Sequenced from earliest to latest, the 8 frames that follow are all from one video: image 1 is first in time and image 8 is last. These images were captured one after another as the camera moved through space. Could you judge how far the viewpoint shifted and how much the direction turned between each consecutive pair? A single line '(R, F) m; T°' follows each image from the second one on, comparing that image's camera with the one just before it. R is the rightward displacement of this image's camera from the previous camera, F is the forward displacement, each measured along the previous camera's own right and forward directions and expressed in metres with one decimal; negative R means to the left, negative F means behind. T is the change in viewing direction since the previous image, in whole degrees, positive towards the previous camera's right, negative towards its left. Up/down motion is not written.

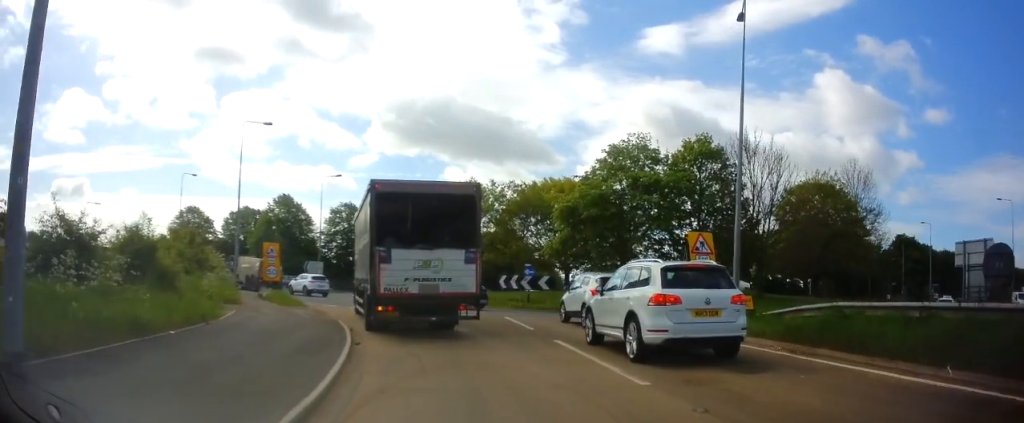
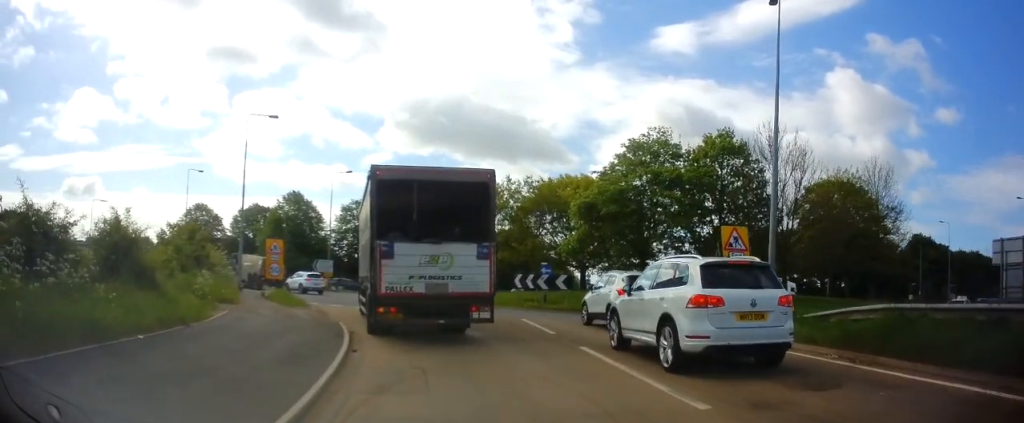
(0.0, +1.5) m; 0°
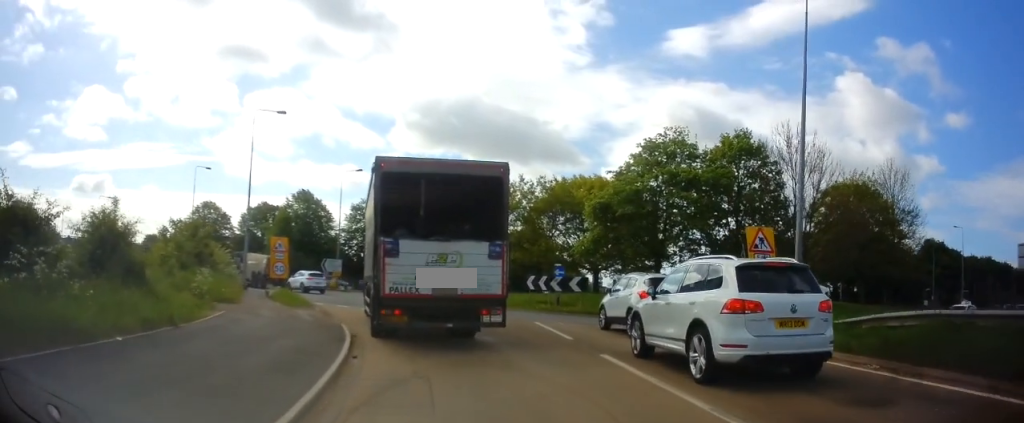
(0.0, +1.0) m; 0°
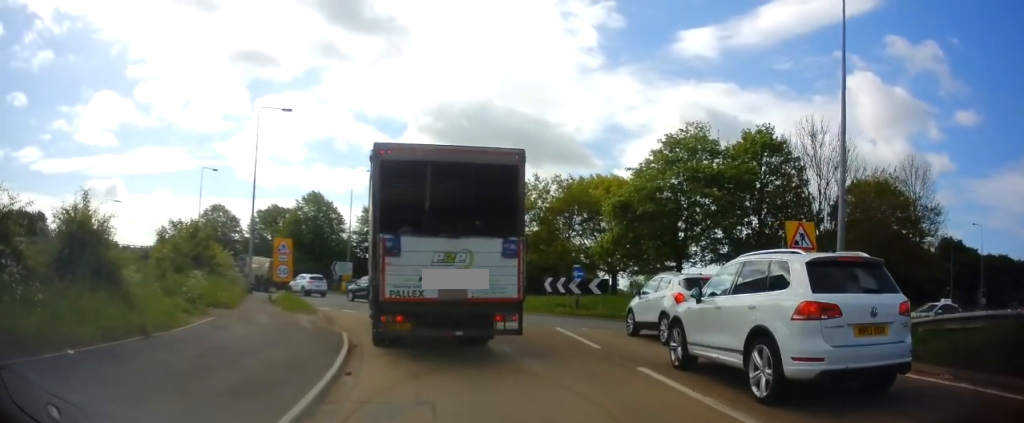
(0.0, +1.6) m; 0°
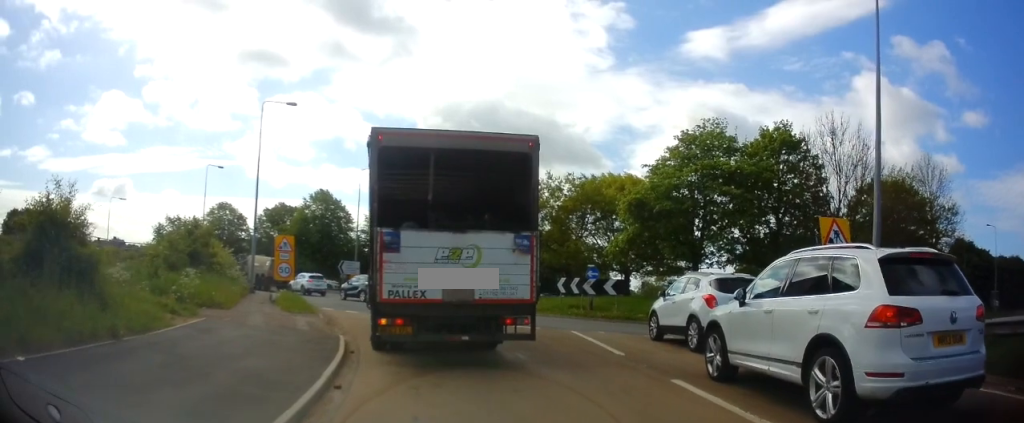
(0.0, +1.1) m; 0°
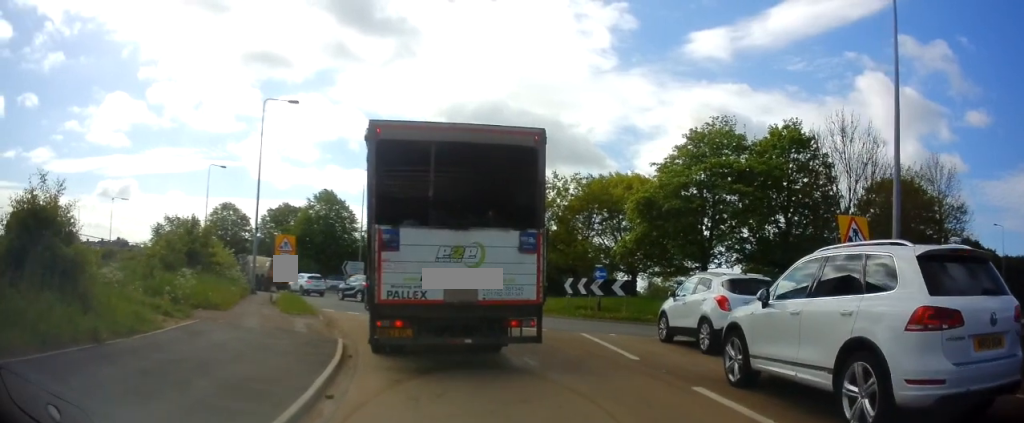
(-0.2, +0.5) m; 0°
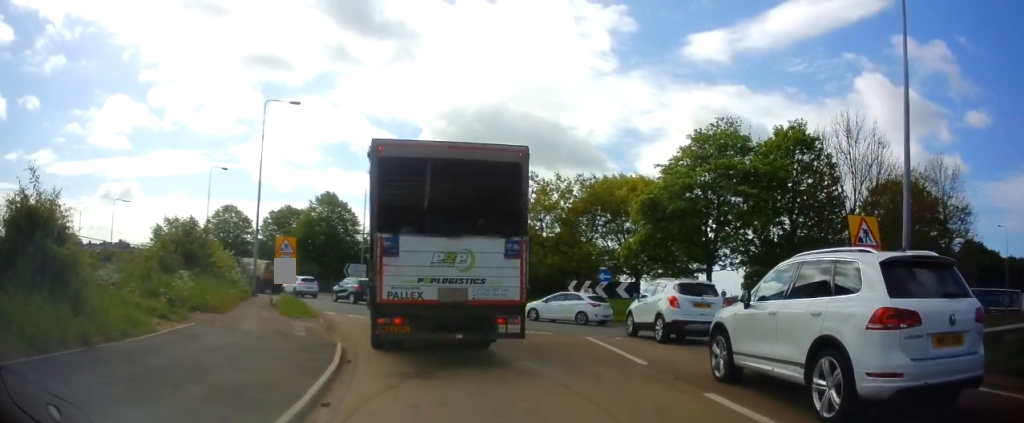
(-0.3, +0.4) m; 0°
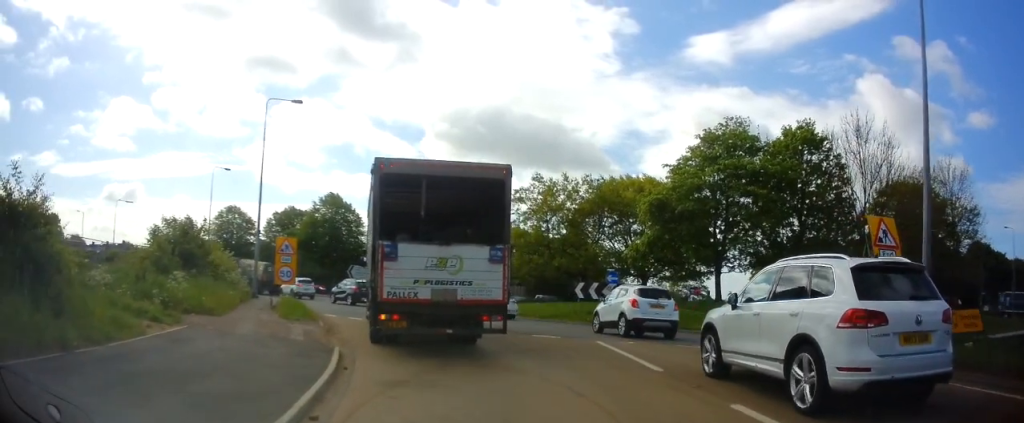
(+0.3, +0.5) m; 0°
